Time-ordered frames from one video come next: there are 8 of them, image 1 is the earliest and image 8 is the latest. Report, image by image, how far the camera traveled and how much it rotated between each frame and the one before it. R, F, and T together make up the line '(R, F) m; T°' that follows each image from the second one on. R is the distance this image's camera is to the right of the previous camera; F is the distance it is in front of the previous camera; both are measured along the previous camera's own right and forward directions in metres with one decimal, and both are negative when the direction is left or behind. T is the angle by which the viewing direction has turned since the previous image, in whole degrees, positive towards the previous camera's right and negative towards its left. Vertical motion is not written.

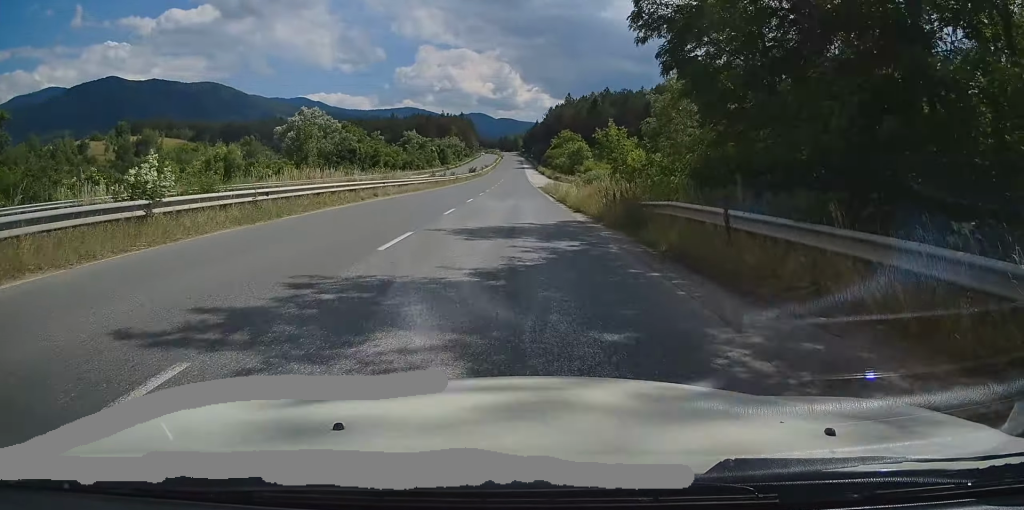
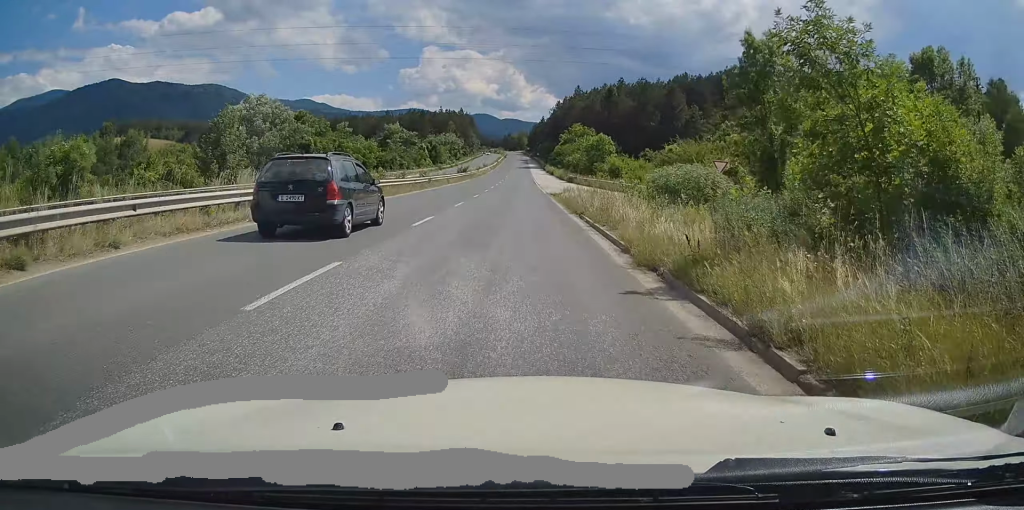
(0.0, +22.4) m; 0°
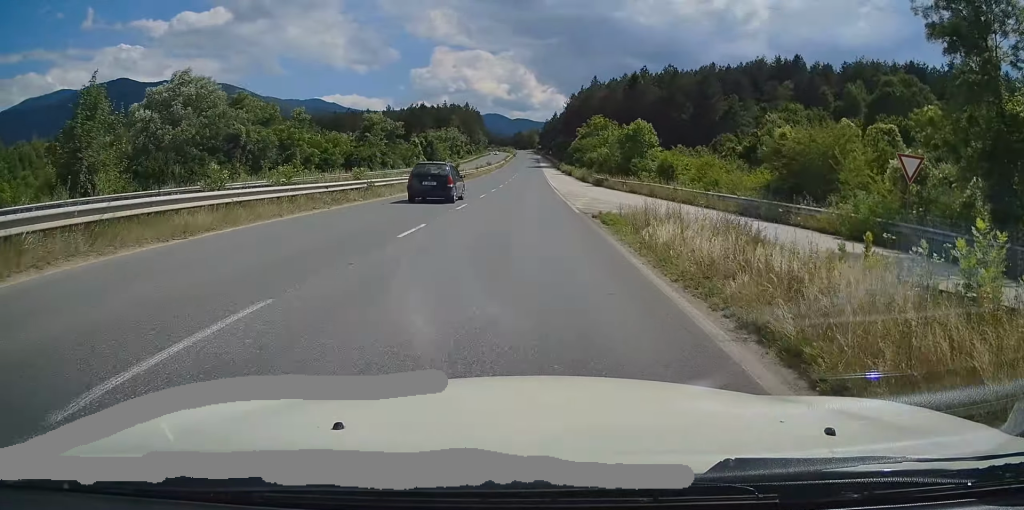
(-0.1, +20.9) m; 0°
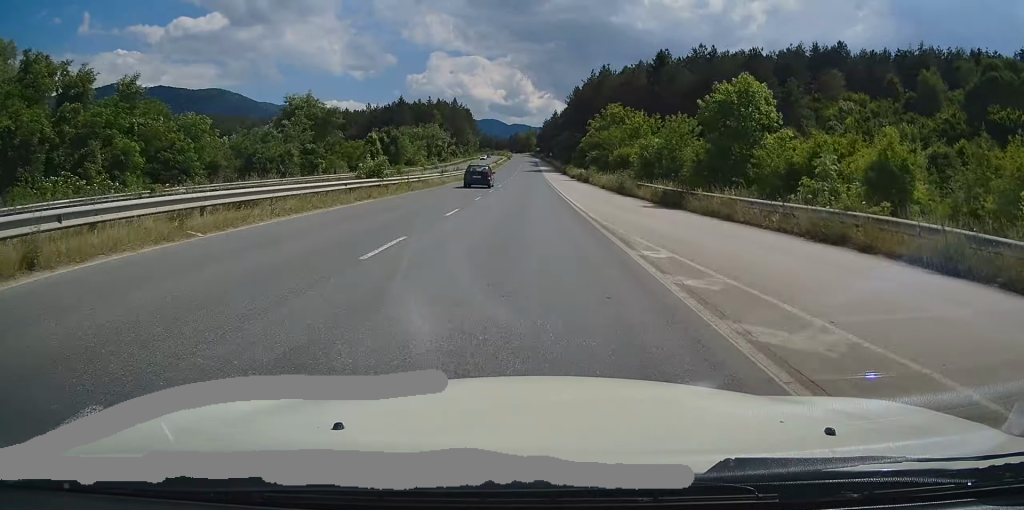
(-0.1, +30.2) m; -1°
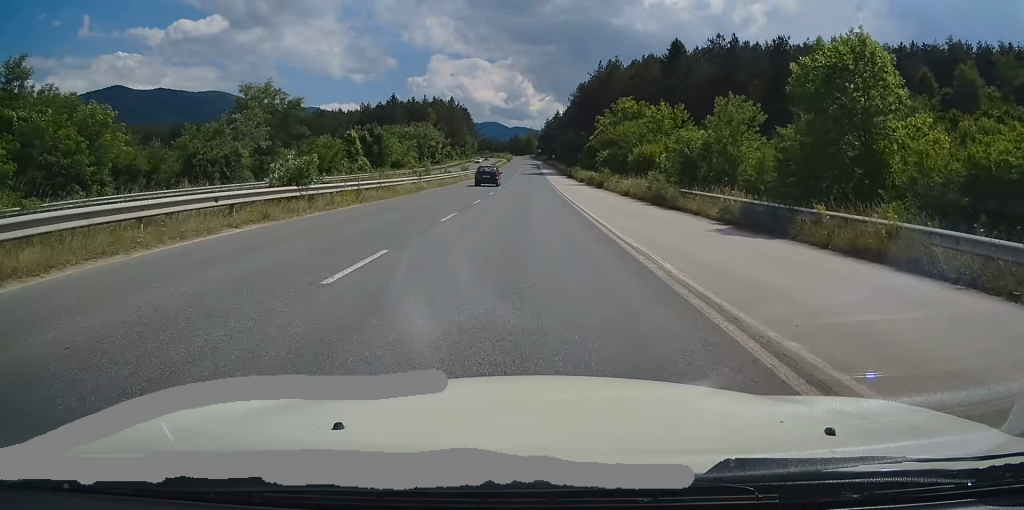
(0.0, +10.8) m; 0°
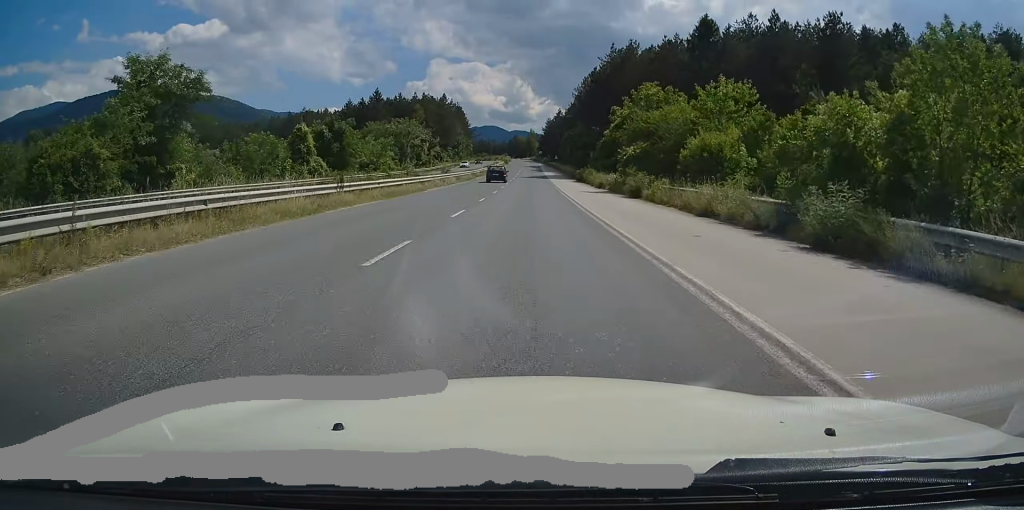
(-0.1, +17.0) m; 0°
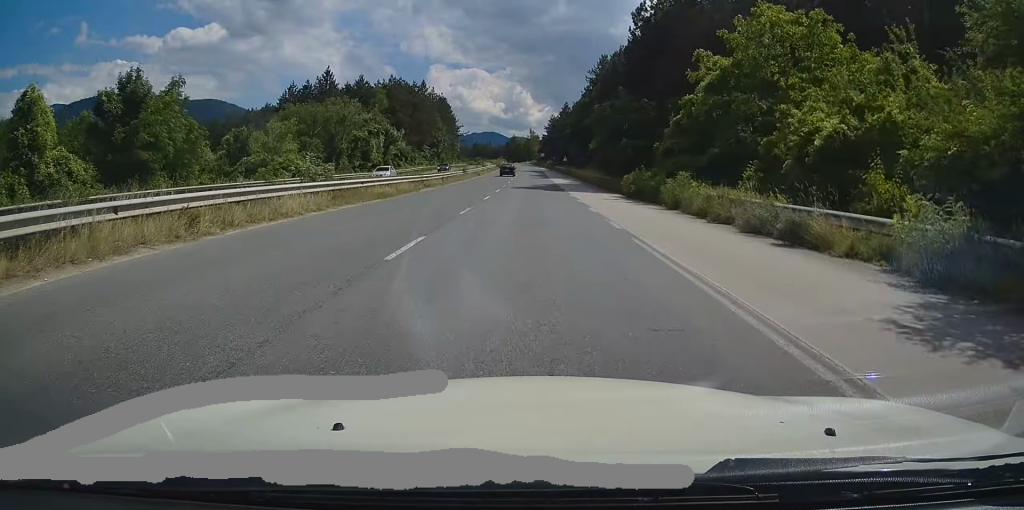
(+0.2, +36.0) m; 0°
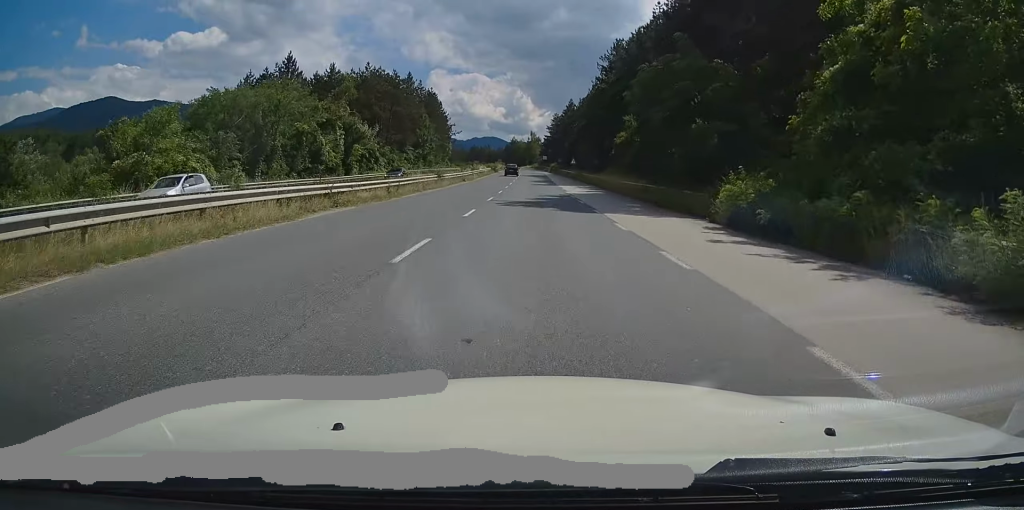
(-0.1, +18.3) m; 0°
